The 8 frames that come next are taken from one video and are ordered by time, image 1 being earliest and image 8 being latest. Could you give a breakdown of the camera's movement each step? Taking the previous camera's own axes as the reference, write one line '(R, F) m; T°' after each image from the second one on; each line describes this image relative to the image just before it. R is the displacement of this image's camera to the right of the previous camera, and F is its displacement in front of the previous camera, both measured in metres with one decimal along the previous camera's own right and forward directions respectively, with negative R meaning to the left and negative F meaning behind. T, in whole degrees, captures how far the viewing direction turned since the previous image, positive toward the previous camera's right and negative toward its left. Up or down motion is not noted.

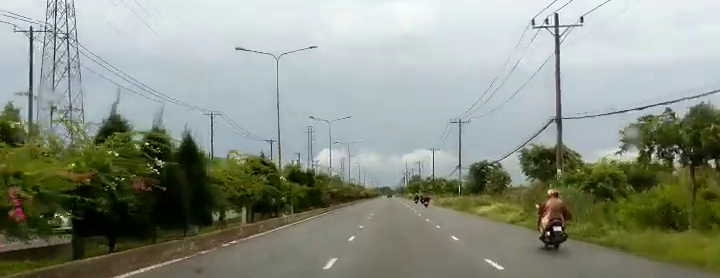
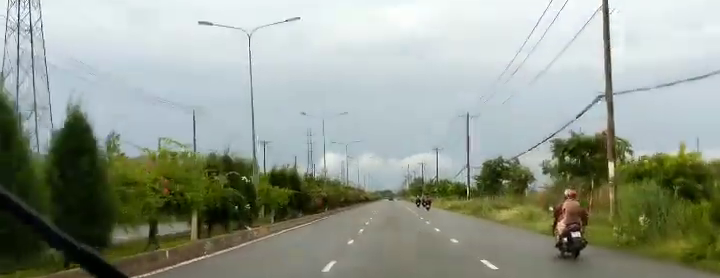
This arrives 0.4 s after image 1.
(+0.1, +8.3) m; 0°
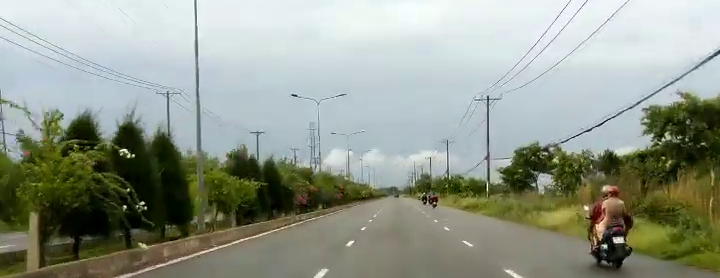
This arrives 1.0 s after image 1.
(0.0, +11.7) m; 0°
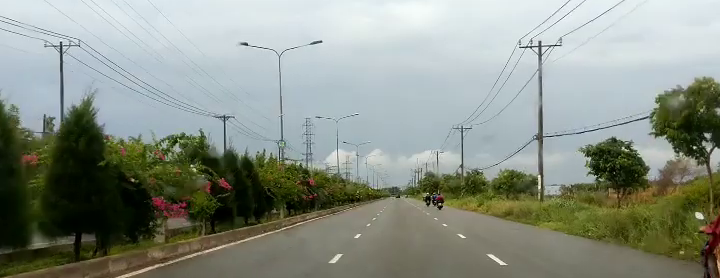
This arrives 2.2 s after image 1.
(0.0, +23.4) m; +1°
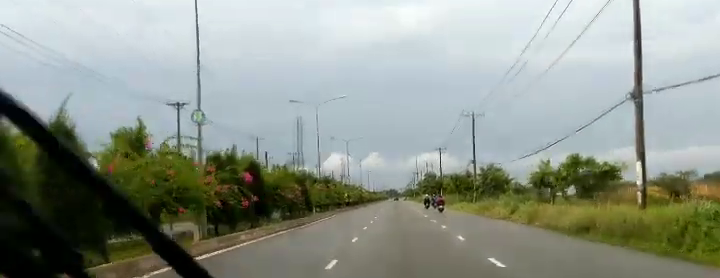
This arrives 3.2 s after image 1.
(+0.3, +18.2) m; 0°
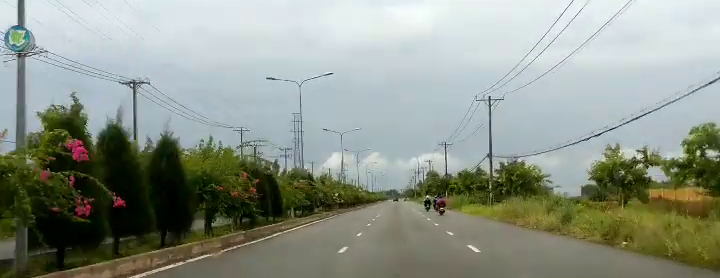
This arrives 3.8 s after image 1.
(0.0, +12.9) m; -1°
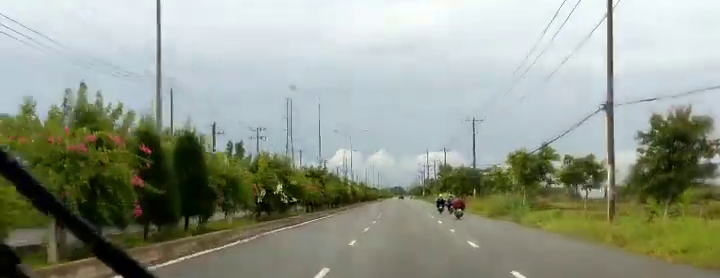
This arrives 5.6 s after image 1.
(-0.1, +34.2) m; 0°
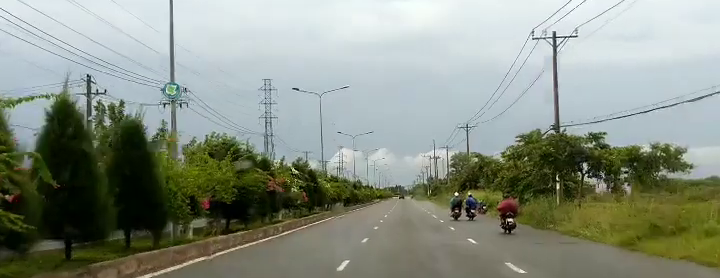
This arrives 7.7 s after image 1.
(-1.0, +40.4) m; -2°
